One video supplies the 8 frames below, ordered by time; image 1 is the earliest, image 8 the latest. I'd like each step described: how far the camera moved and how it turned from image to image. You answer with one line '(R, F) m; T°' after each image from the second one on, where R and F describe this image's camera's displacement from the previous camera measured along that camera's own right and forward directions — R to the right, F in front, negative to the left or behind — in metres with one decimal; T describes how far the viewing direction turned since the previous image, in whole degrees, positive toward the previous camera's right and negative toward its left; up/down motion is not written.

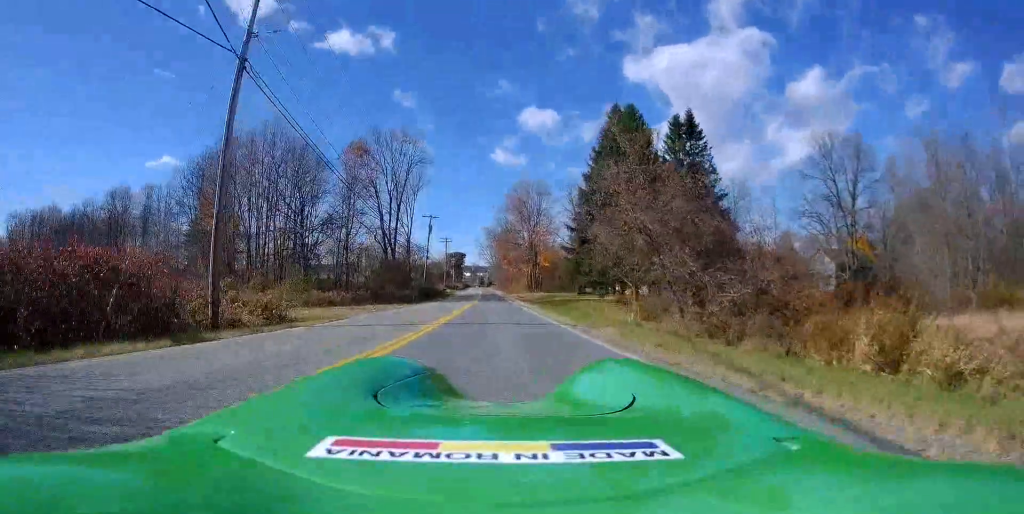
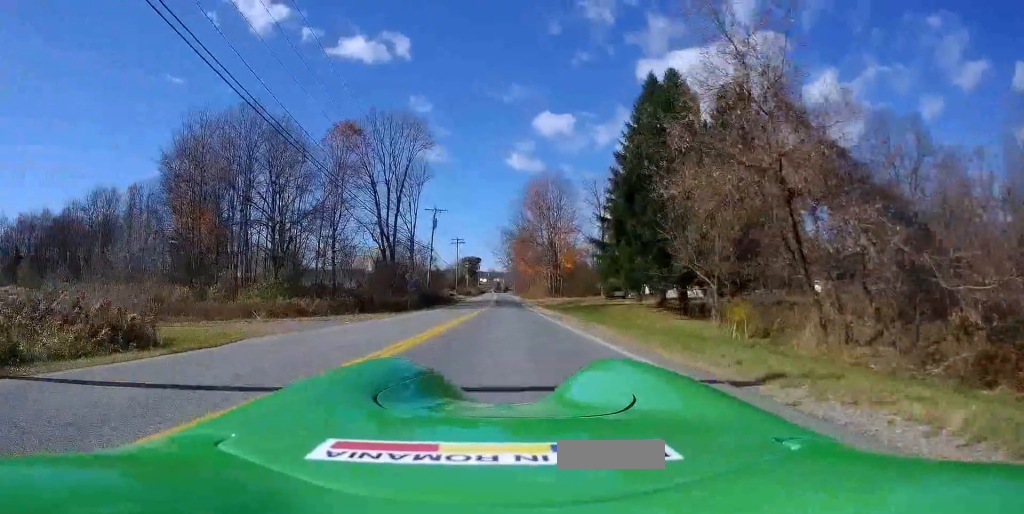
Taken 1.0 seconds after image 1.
(+0.1, +10.9) m; 0°
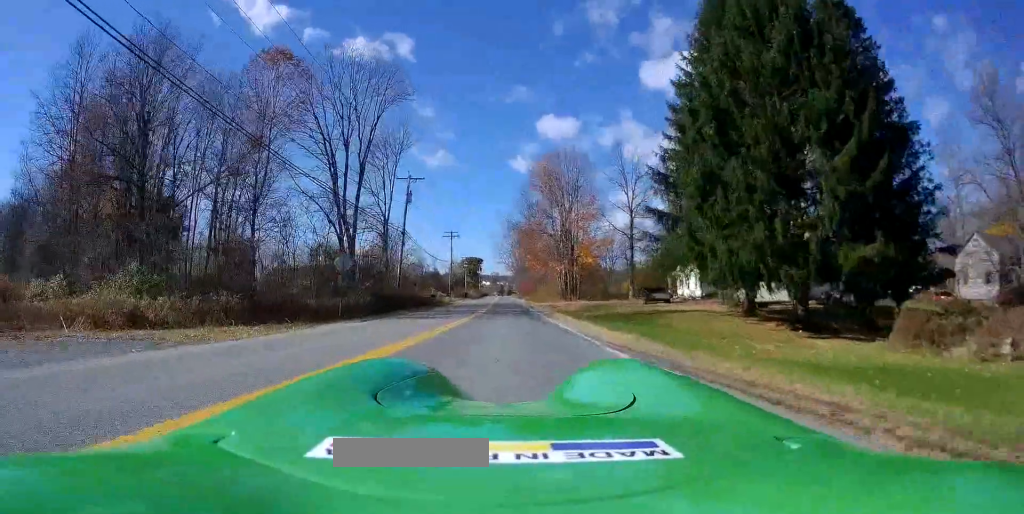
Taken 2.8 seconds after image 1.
(-0.1, +18.4) m; -1°
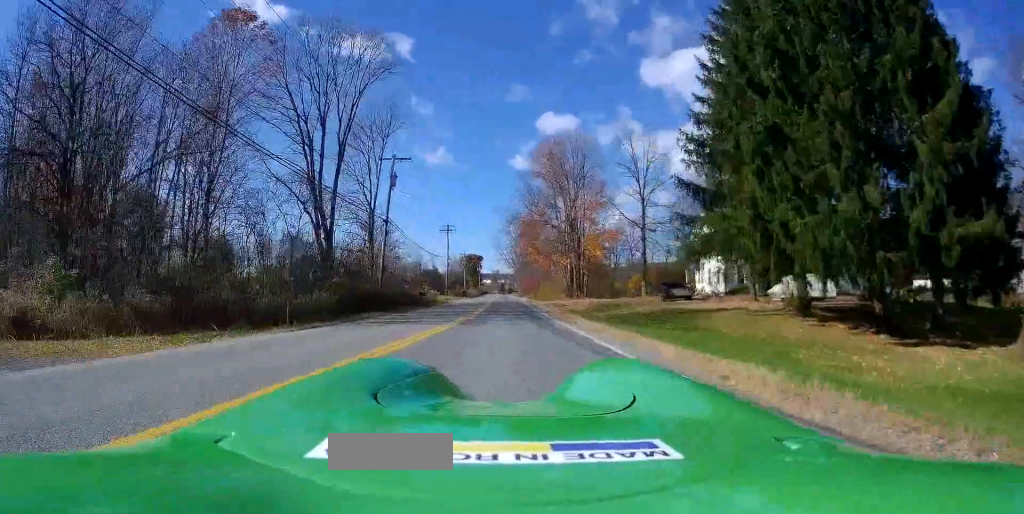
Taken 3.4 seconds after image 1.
(0.0, +6.4) m; 0°
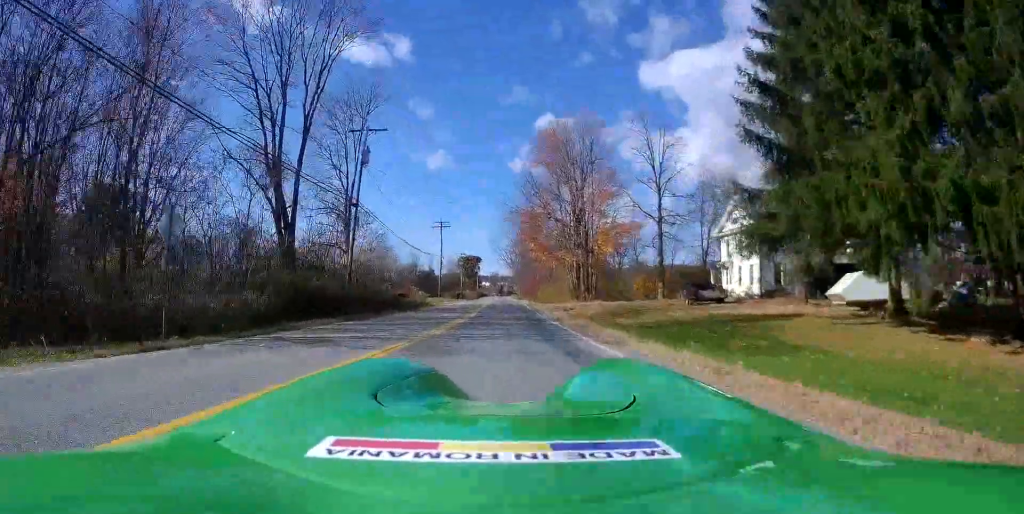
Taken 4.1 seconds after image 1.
(0.0, +7.3) m; 0°
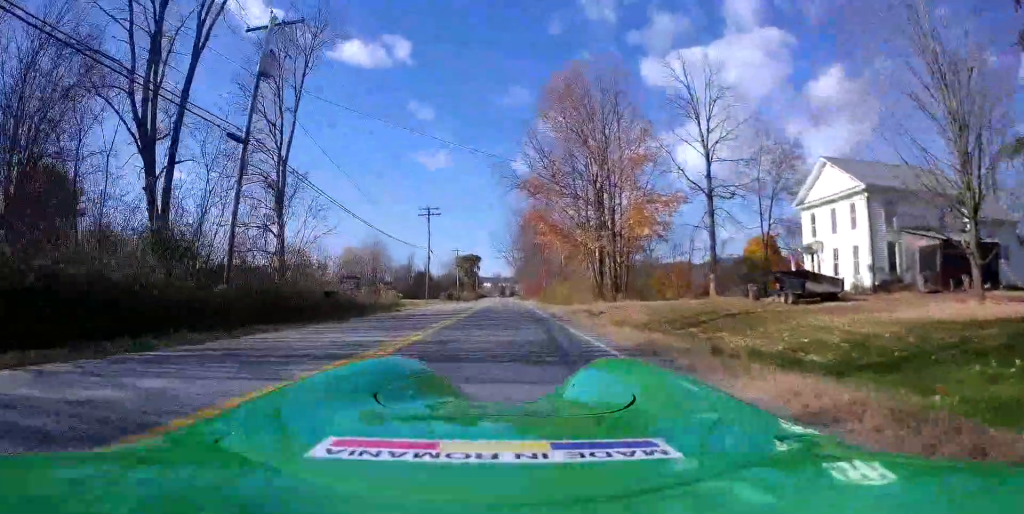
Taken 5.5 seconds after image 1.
(+0.7, +13.6) m; +2°
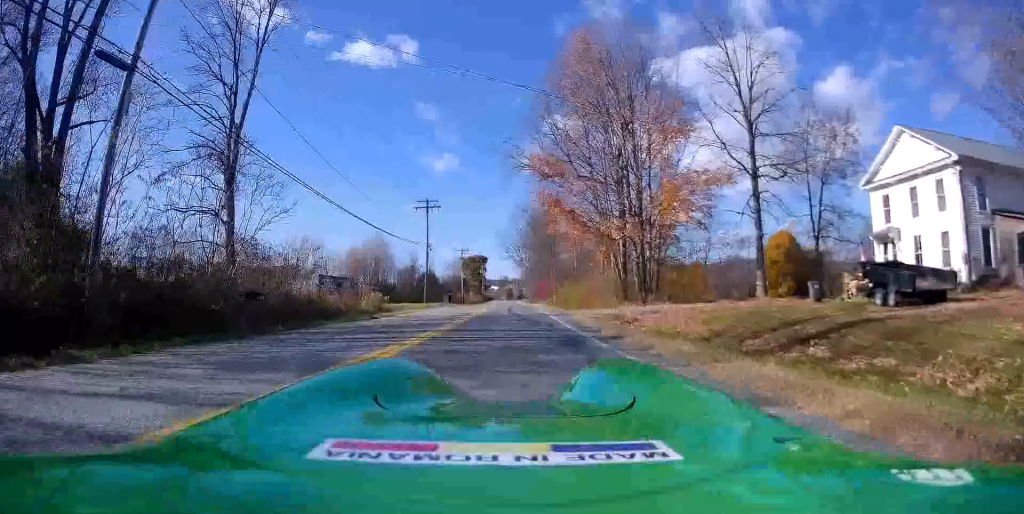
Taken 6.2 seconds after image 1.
(+0.4, +6.2) m; -4°
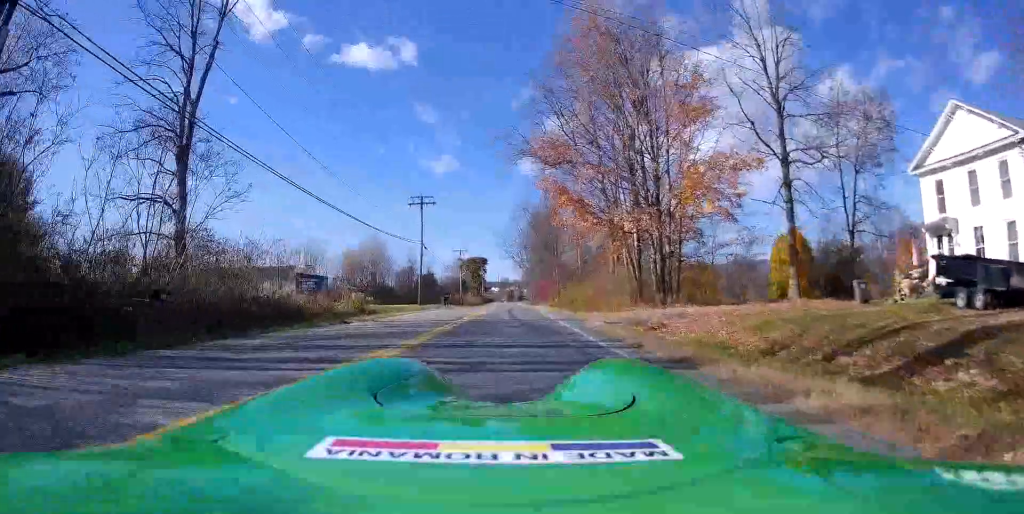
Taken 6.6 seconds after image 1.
(-0.8, +4.4) m; -1°
